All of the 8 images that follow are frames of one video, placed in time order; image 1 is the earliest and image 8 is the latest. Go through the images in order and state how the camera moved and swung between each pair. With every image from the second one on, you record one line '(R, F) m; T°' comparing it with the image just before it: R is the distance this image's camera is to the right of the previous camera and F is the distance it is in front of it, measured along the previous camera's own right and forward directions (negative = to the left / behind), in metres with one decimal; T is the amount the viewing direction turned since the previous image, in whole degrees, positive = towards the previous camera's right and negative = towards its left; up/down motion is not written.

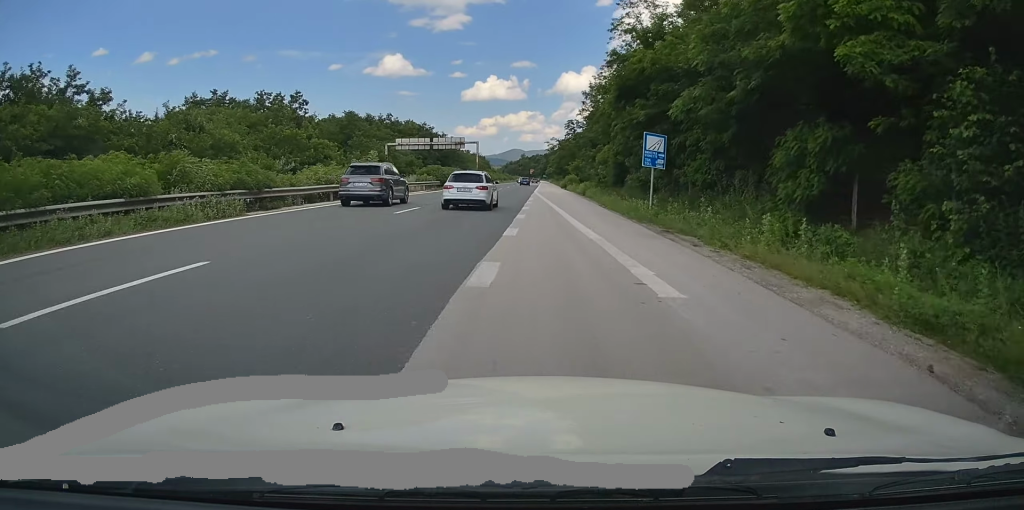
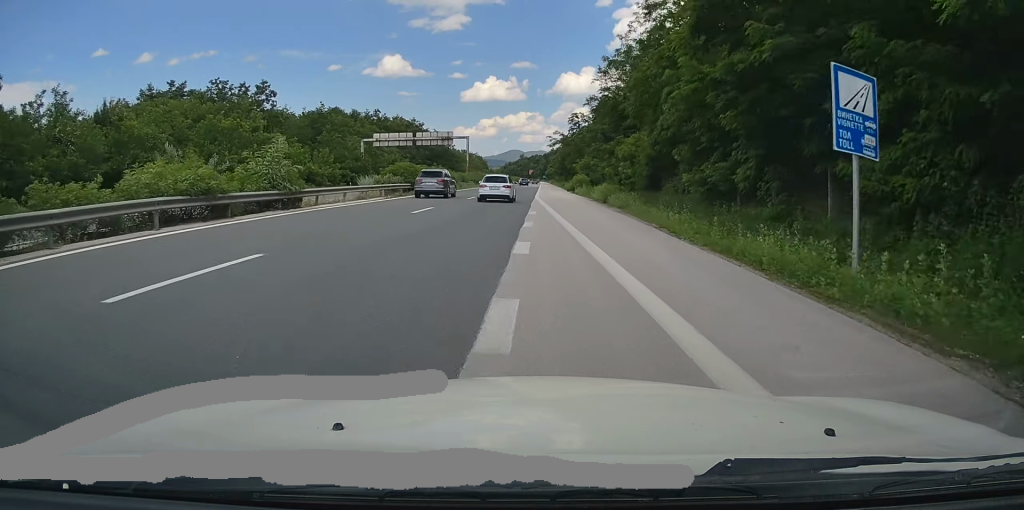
(+0.3, +14.8) m; +1°
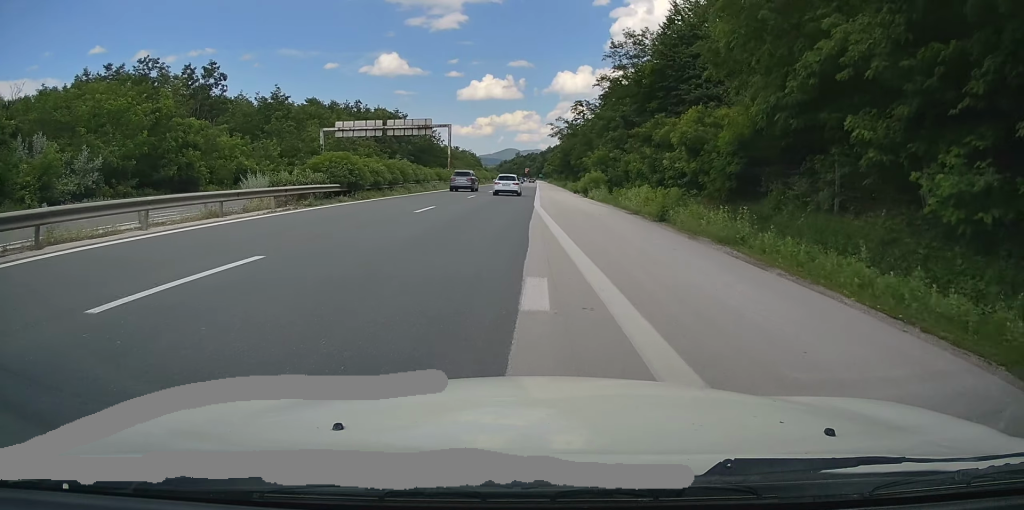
(0.0, +16.6) m; -1°
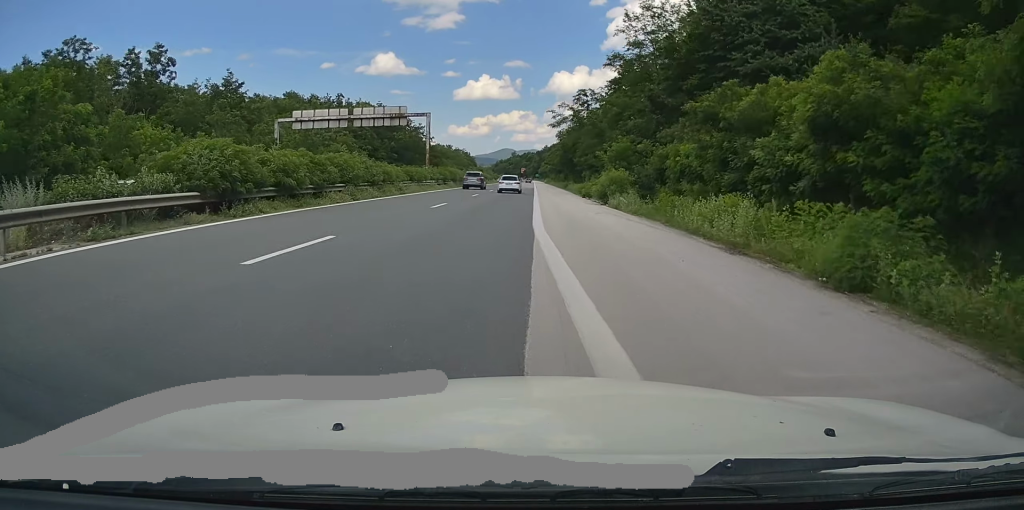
(-0.1, +12.7) m; 0°
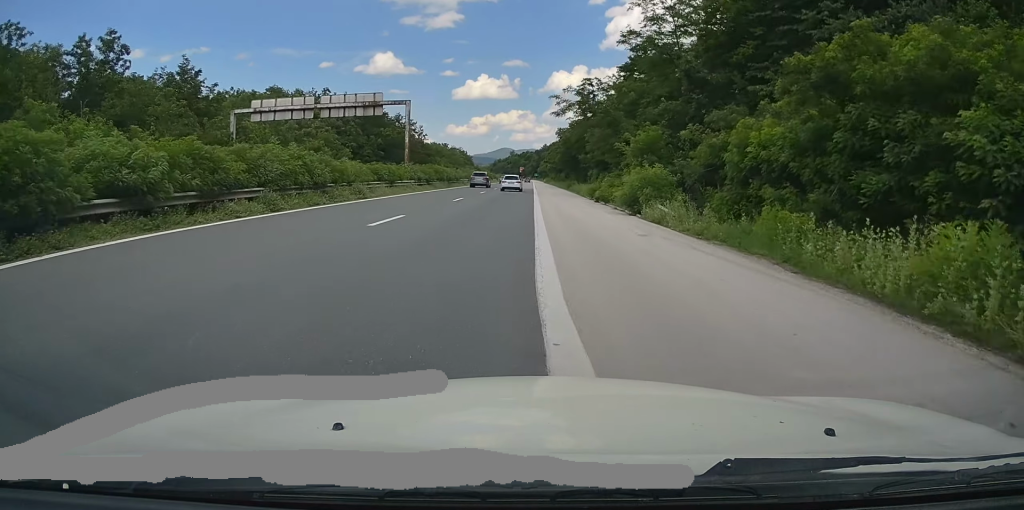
(-0.1, +9.3) m; 0°
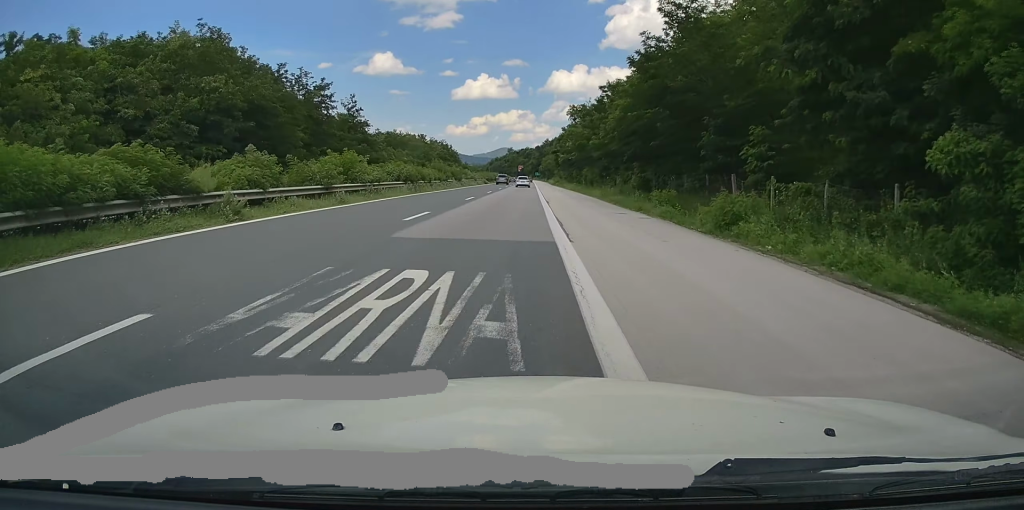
(+0.7, +61.6) m; +1°
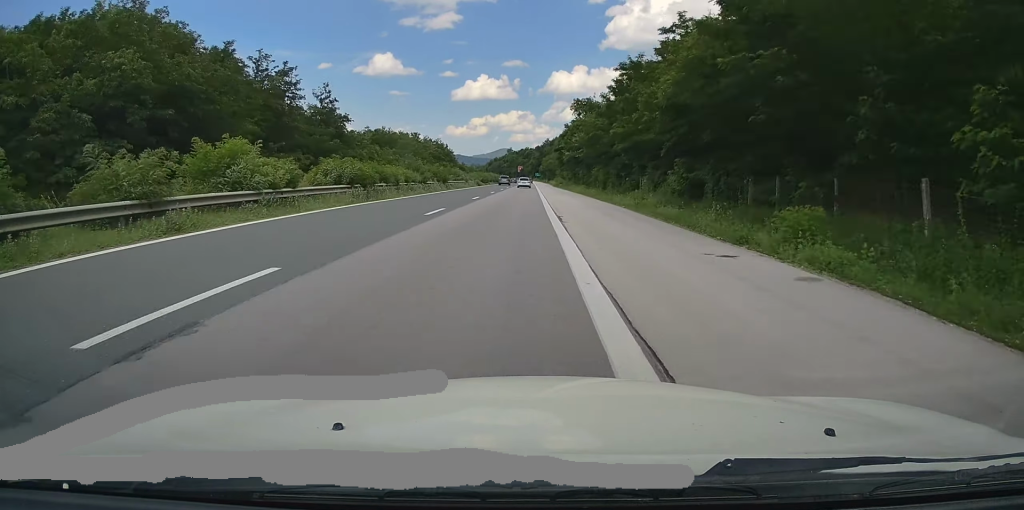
(+0.1, +13.0) m; 0°
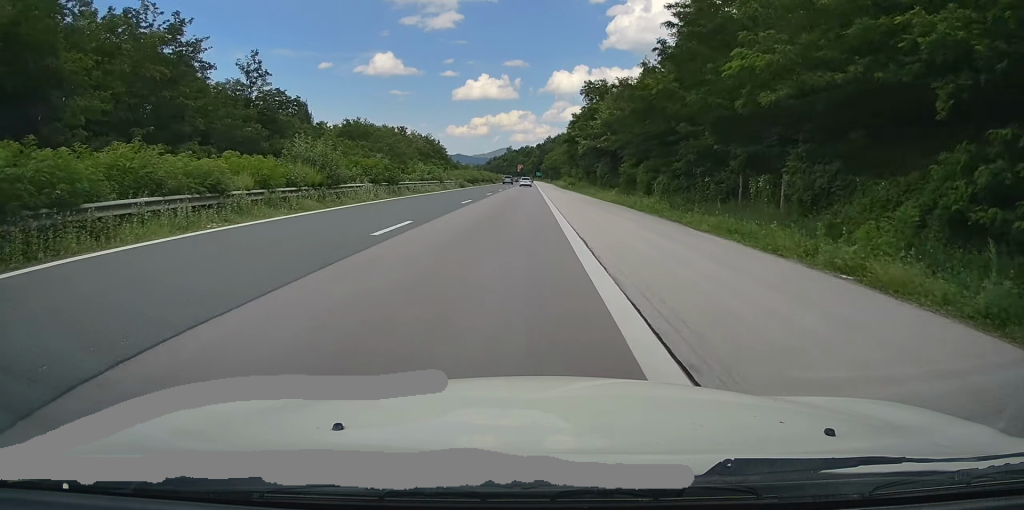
(-0.3, +23.3) m; -1°
